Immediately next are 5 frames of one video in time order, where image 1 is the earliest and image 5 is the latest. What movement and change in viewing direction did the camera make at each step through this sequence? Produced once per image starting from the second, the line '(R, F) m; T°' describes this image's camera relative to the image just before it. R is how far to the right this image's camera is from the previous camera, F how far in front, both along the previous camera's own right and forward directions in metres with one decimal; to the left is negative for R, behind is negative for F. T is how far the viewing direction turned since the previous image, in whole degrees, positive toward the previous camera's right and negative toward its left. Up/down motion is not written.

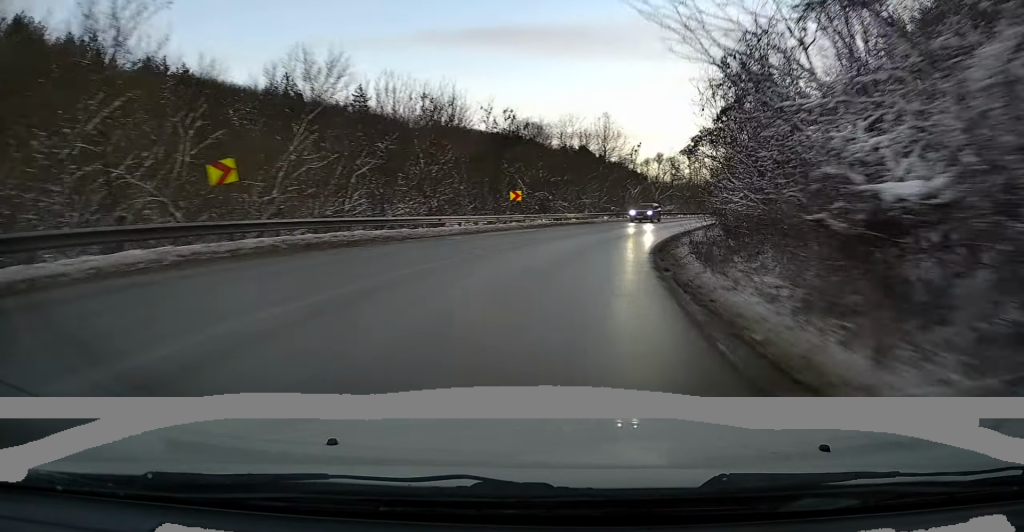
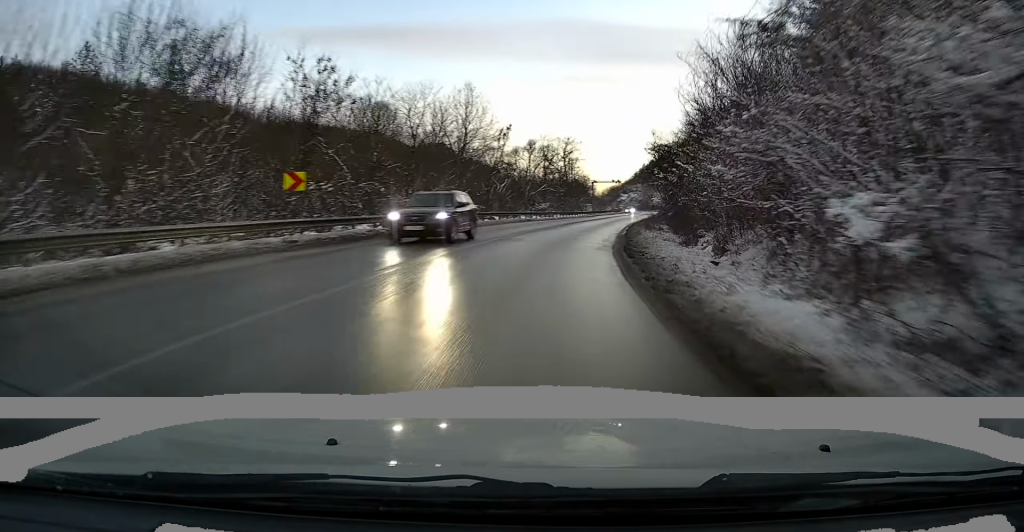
(+2.1, +17.9) m; +11°
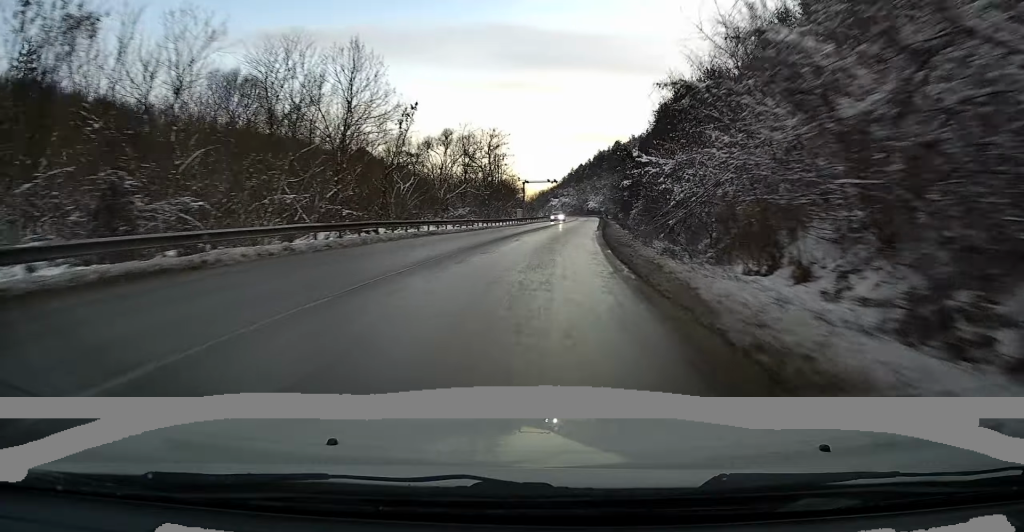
(+1.5, +18.1) m; +7°
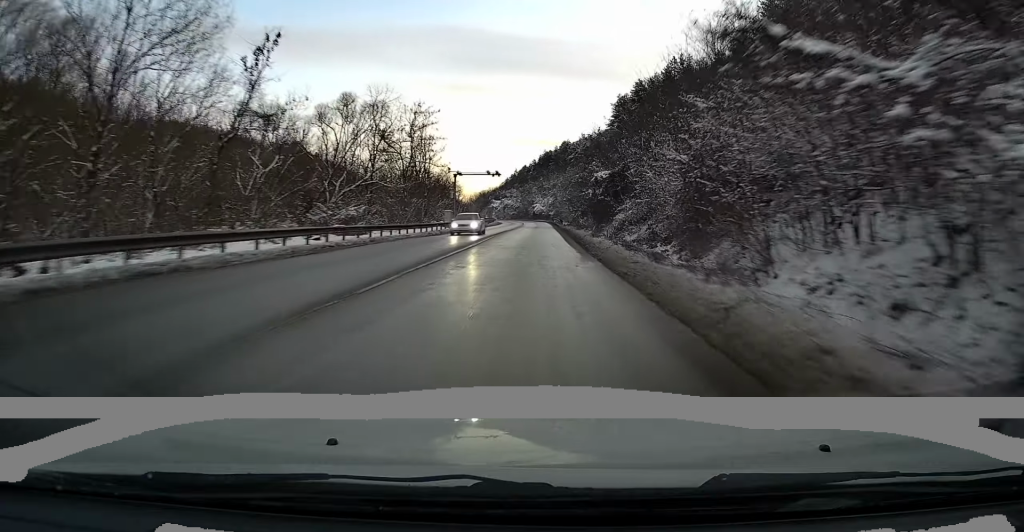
(+0.8, +20.7) m; +5°
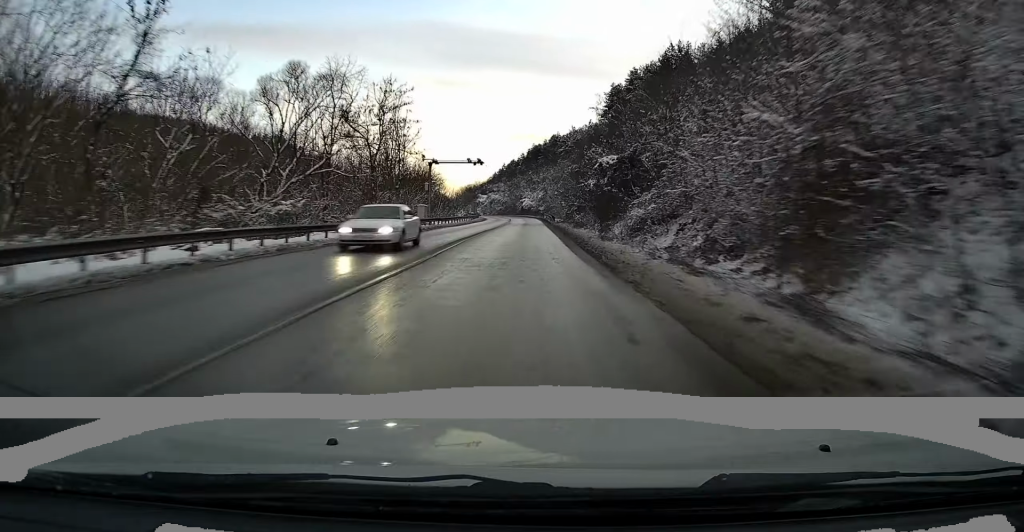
(+0.3, +9.0) m; +1°
